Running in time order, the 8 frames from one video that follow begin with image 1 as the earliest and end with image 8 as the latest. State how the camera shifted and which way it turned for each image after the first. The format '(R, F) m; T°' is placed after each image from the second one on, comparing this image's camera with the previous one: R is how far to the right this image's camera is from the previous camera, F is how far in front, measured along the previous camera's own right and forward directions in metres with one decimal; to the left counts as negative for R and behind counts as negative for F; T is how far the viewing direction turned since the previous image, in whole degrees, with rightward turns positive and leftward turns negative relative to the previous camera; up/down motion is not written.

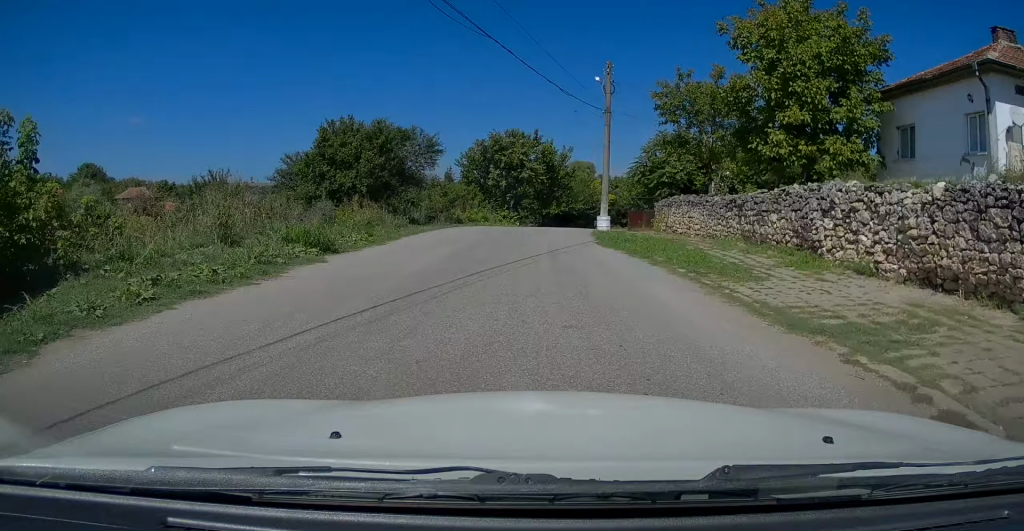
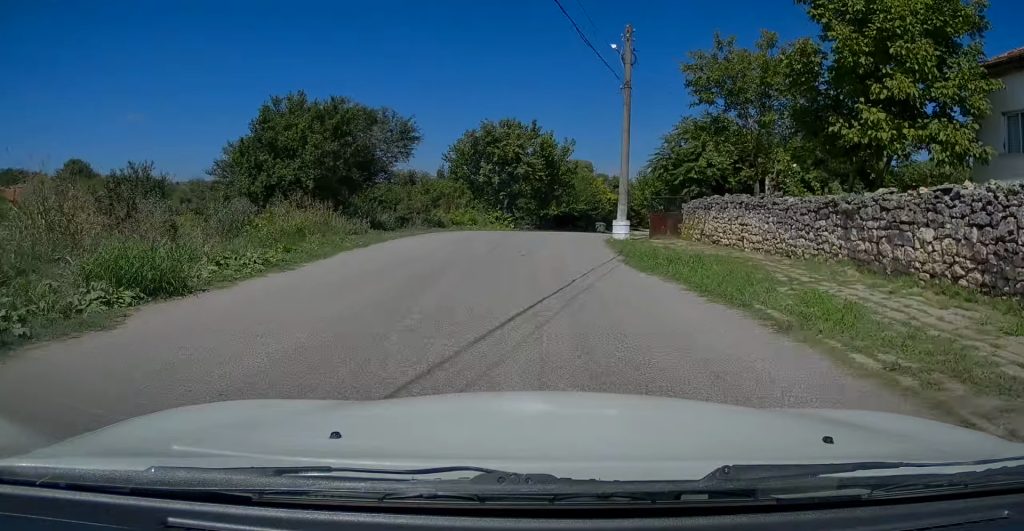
(-0.2, +6.3) m; 0°
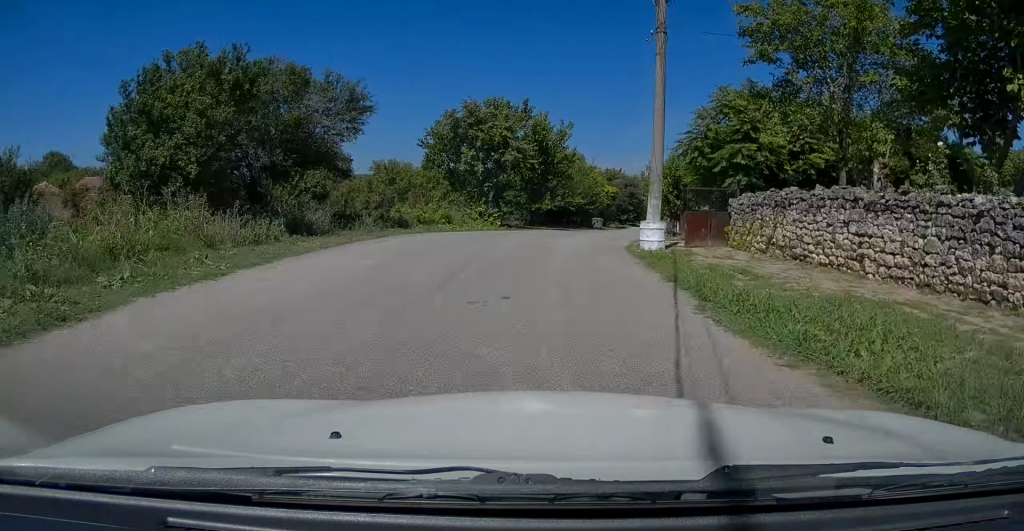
(-0.1, +7.1) m; +1°
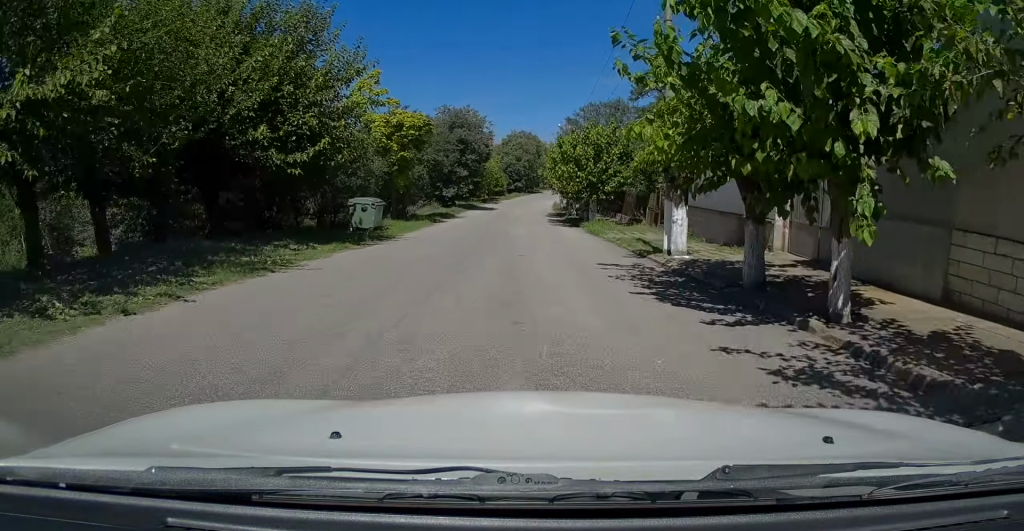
(+5.9, +44.5) m; +15°
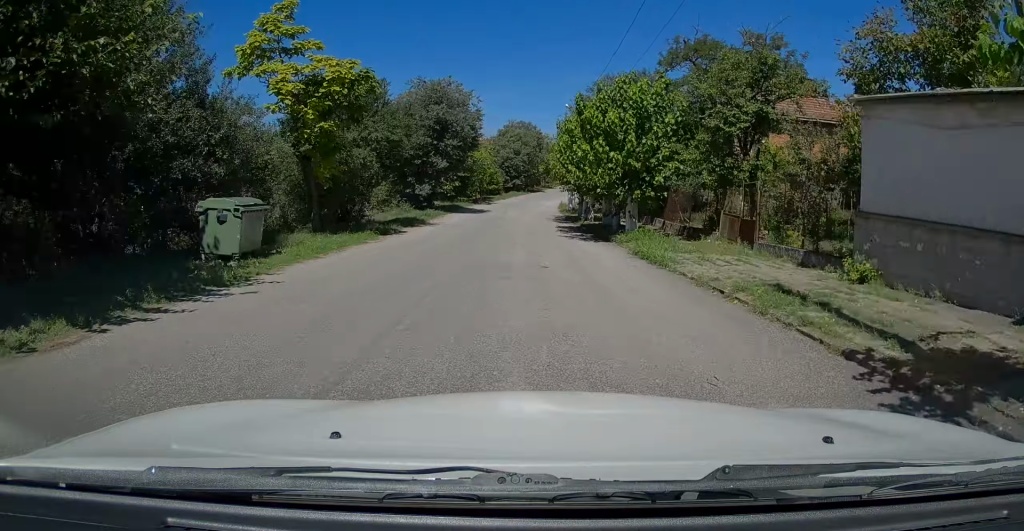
(+0.2, +10.2) m; +1°
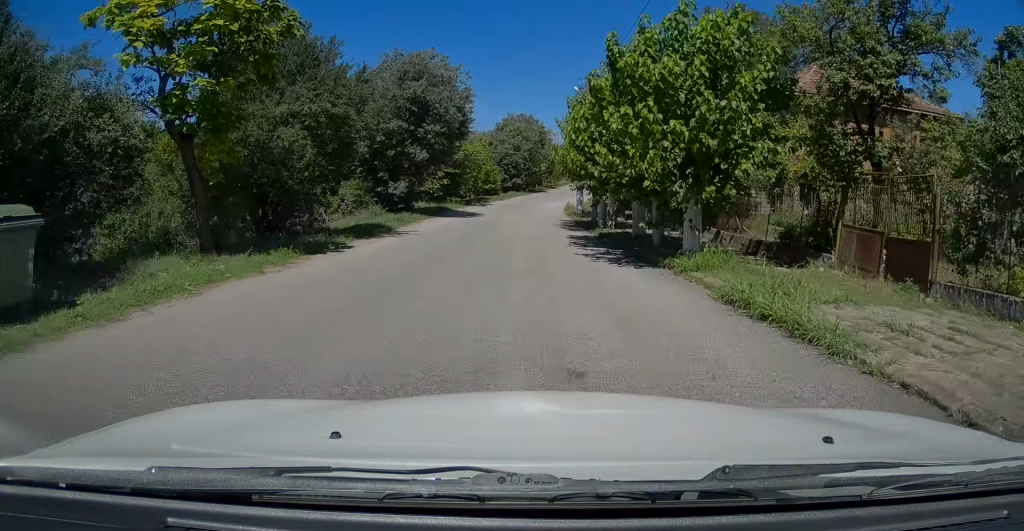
(0.0, +6.4) m; 0°
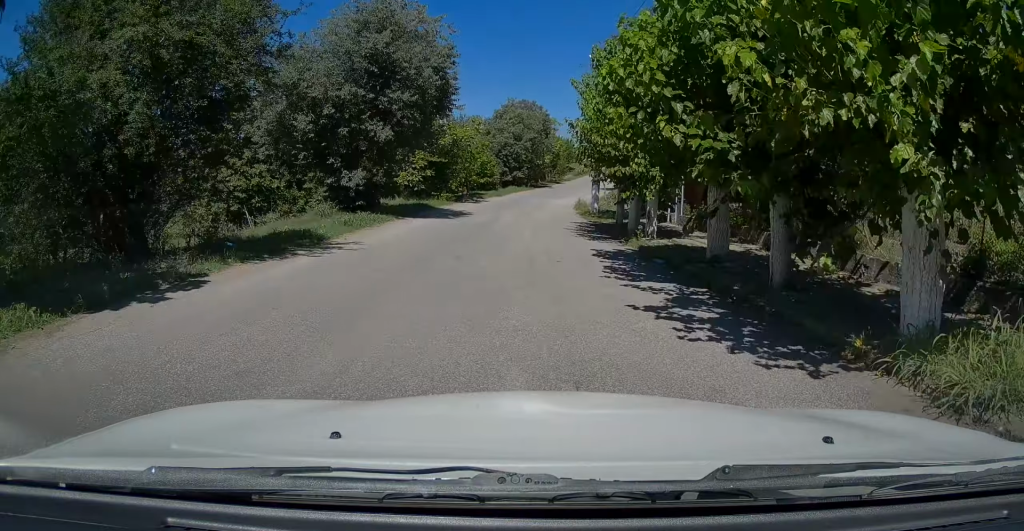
(+0.1, +7.0) m; 0°
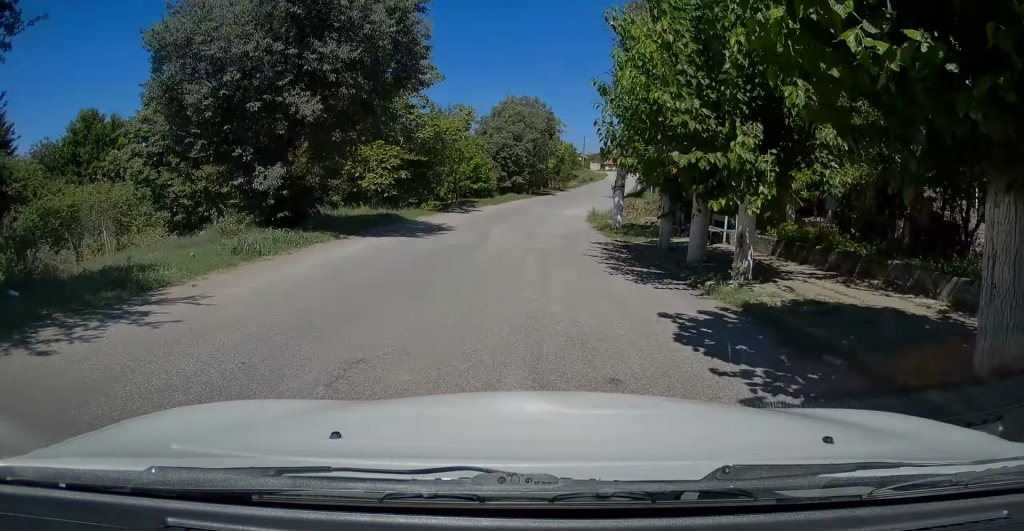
(+0.1, +6.6) m; 0°
